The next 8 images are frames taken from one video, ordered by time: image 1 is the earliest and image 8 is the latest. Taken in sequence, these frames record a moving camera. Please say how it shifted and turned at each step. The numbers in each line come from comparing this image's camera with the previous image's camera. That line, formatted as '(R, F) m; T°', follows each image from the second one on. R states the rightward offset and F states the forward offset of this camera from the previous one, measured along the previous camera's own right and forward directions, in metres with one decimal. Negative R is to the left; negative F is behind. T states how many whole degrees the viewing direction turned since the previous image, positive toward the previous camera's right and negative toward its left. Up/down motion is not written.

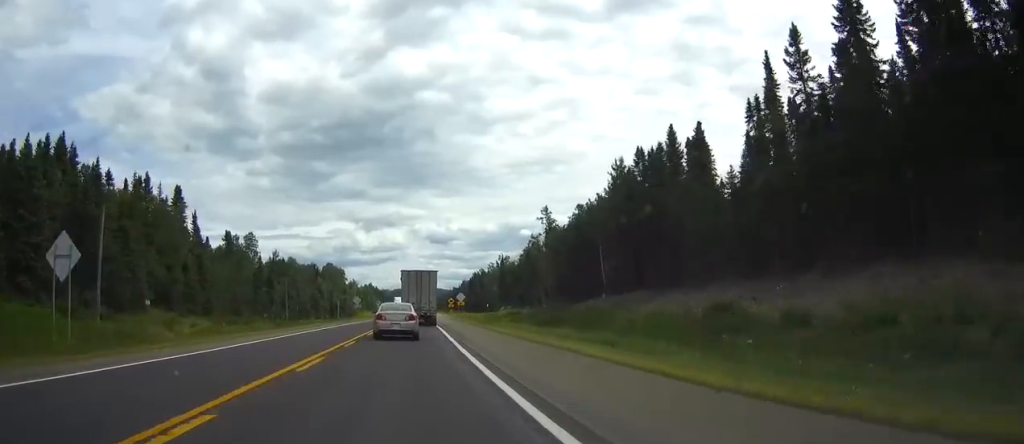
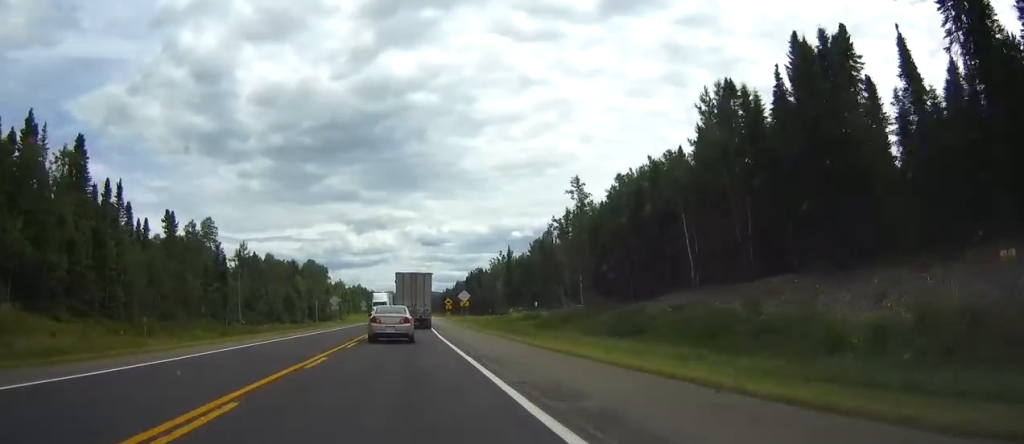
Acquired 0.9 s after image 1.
(+0.2, +25.1) m; +1°
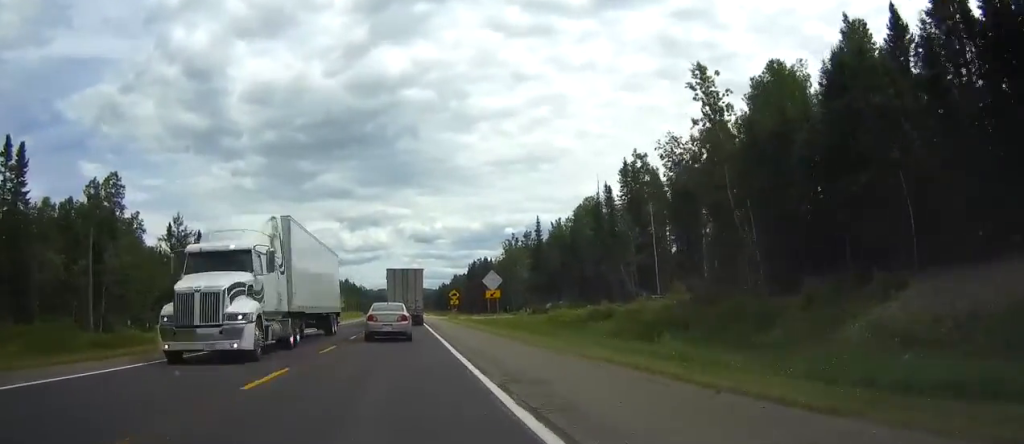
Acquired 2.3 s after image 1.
(+0.1, +38.9) m; 0°
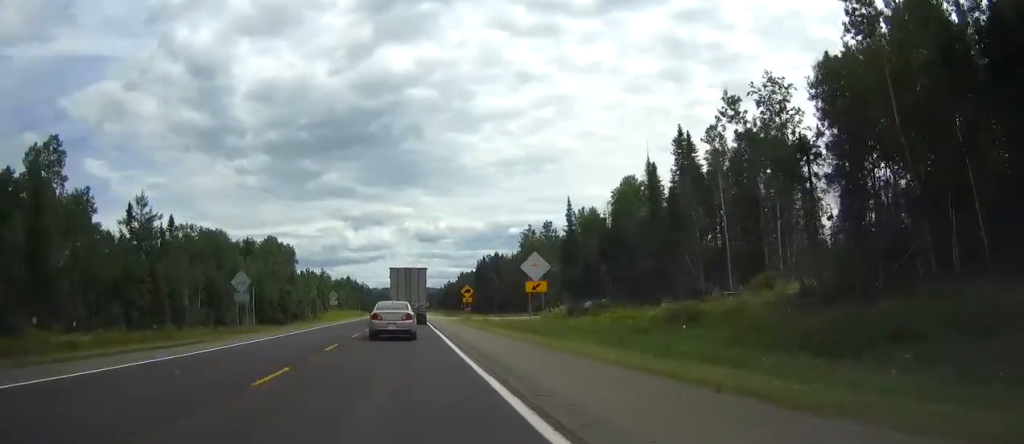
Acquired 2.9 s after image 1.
(0.0, +17.5) m; 0°
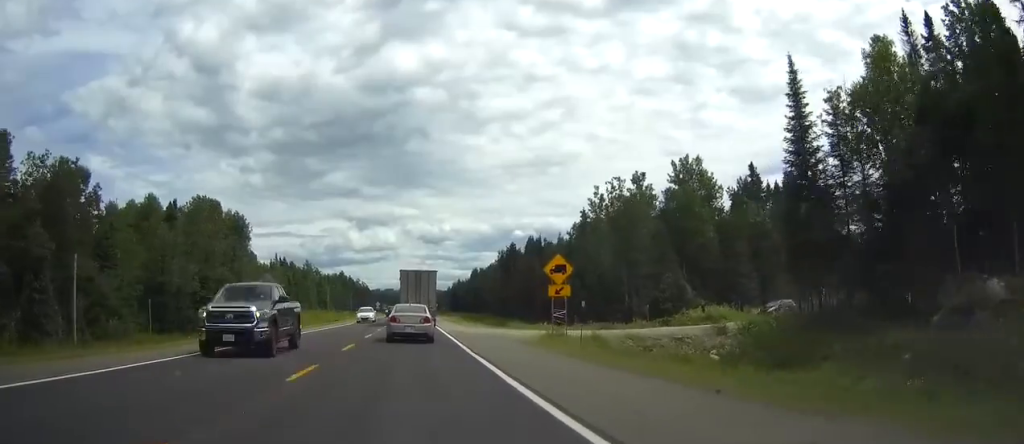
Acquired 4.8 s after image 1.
(-0.1, +52.0) m; 0°
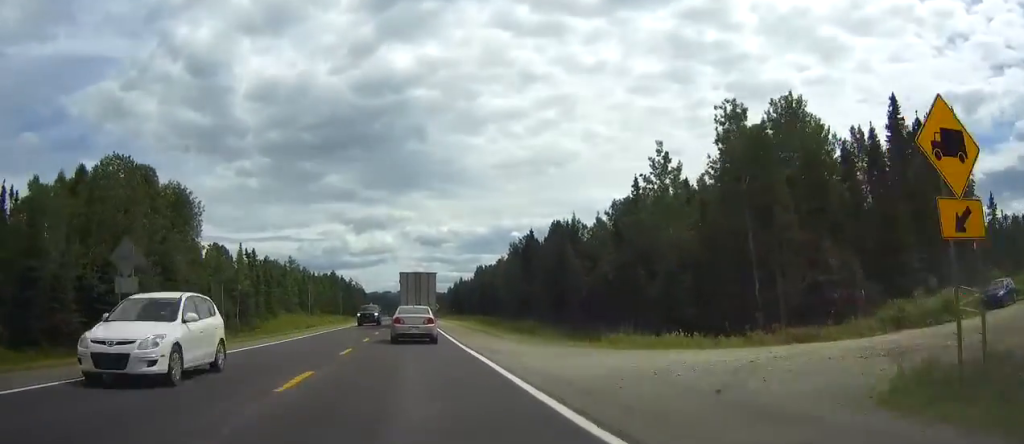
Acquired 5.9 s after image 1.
(0.0, +28.1) m; 0°
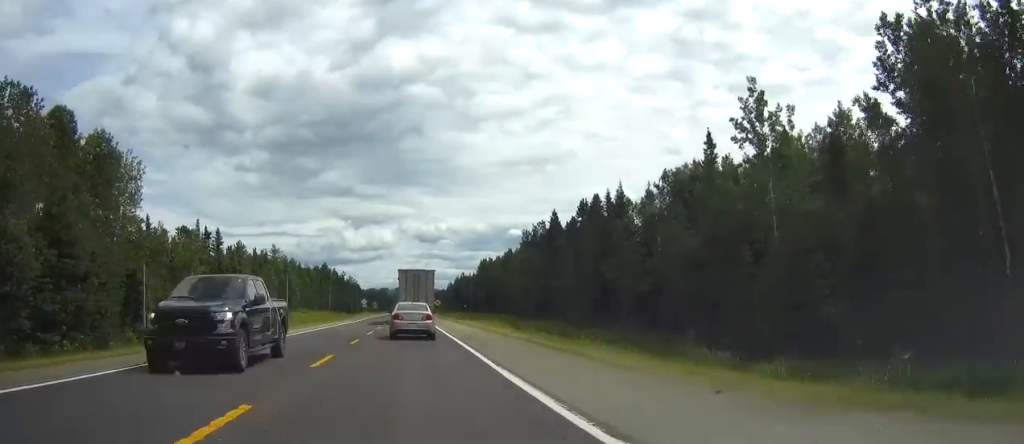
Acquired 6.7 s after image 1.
(+0.1, +22.6) m; 0°
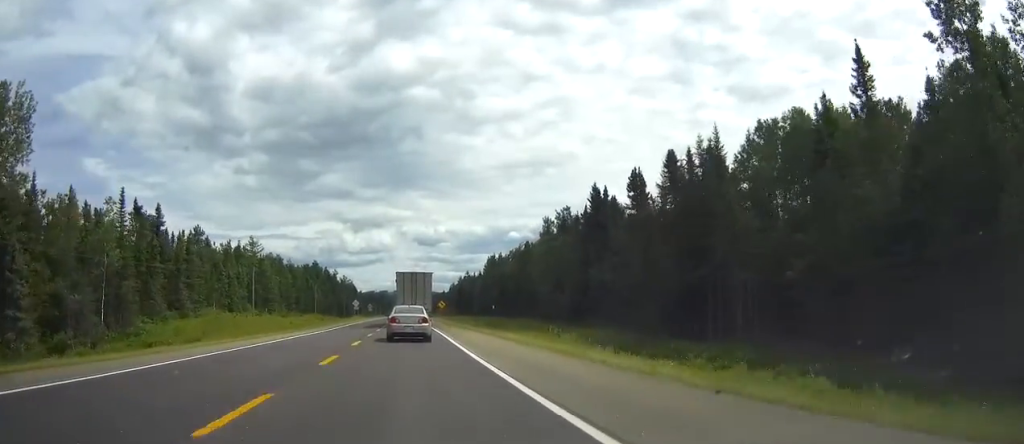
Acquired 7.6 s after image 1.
(0.0, +25.3) m; 0°
